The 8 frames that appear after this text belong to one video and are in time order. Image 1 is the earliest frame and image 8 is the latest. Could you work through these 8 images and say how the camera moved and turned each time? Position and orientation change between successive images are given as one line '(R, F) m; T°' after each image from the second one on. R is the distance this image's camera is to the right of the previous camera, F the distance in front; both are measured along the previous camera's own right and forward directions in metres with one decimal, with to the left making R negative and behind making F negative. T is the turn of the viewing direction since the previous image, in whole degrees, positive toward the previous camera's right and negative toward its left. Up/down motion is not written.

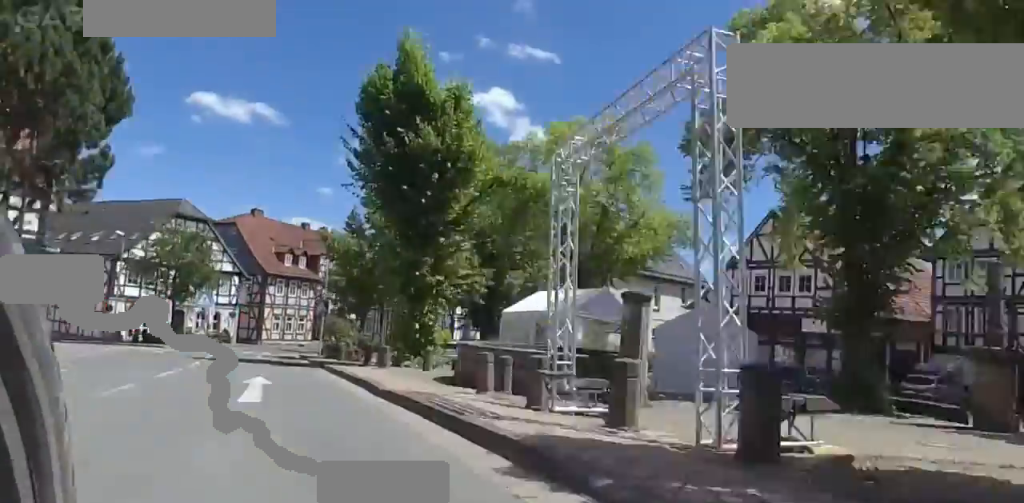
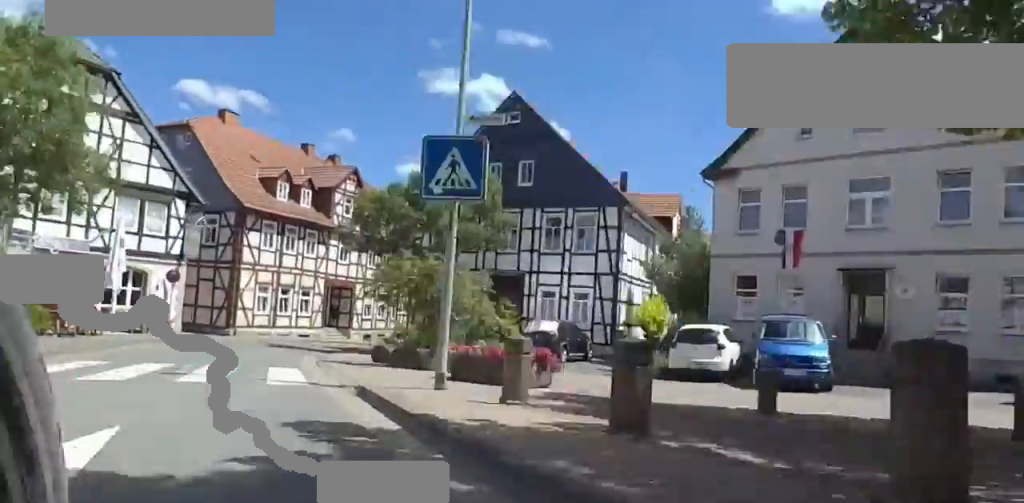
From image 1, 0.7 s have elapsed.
(+2.4, +27.3) m; +5°
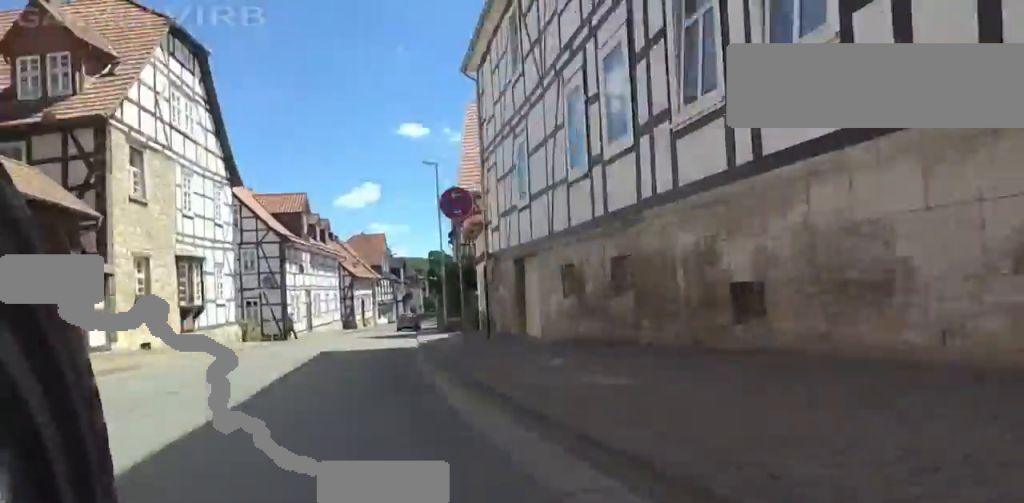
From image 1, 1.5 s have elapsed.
(0.0, +34.7) m; 0°
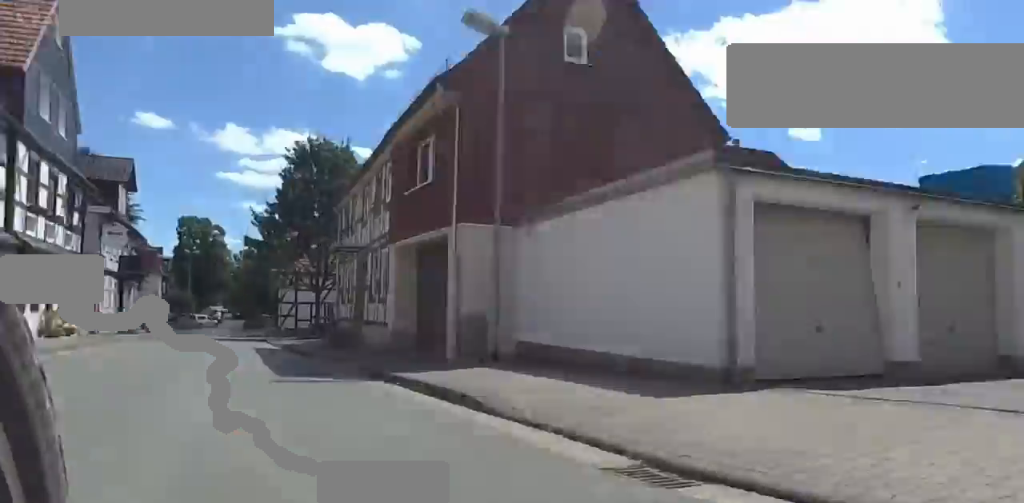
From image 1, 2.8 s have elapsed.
(0.0, +51.1) m; 0°
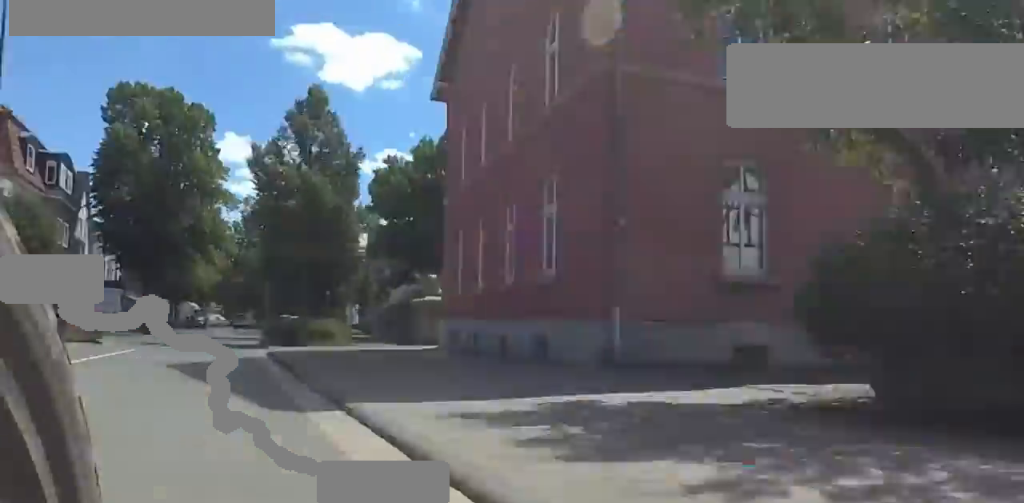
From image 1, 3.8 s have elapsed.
(0.0, +42.9) m; 0°
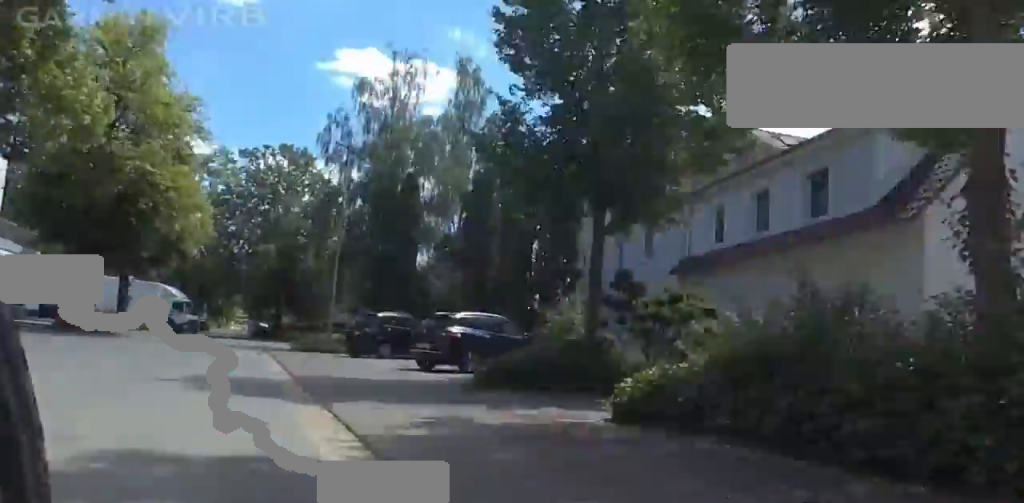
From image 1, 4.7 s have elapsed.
(0.0, +33.0) m; 0°
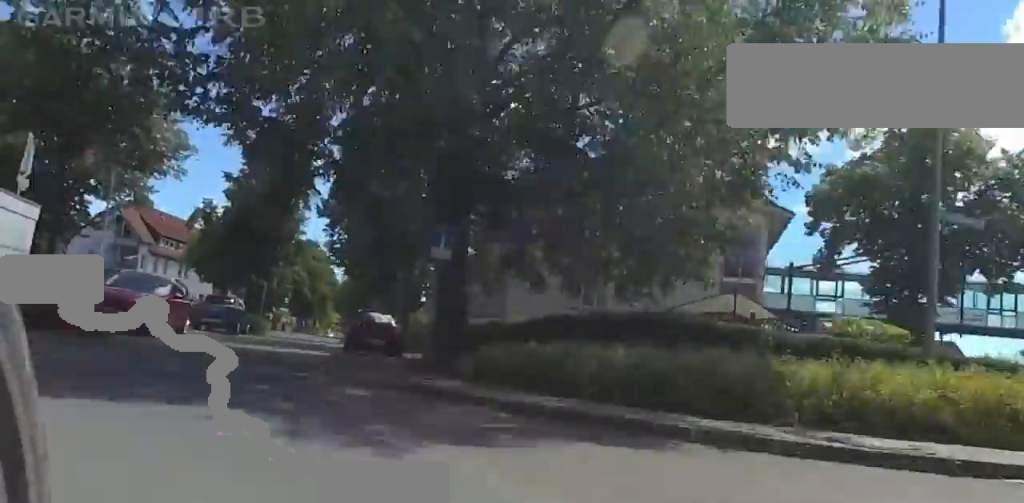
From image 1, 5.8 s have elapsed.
(0.0, +36.4) m; 0°
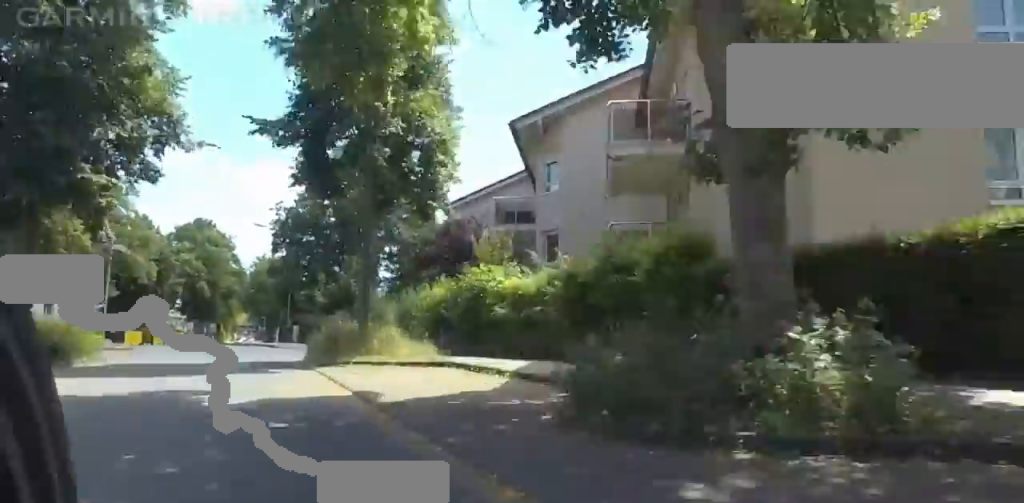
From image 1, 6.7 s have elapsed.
(0.0, +26.9) m; 0°
